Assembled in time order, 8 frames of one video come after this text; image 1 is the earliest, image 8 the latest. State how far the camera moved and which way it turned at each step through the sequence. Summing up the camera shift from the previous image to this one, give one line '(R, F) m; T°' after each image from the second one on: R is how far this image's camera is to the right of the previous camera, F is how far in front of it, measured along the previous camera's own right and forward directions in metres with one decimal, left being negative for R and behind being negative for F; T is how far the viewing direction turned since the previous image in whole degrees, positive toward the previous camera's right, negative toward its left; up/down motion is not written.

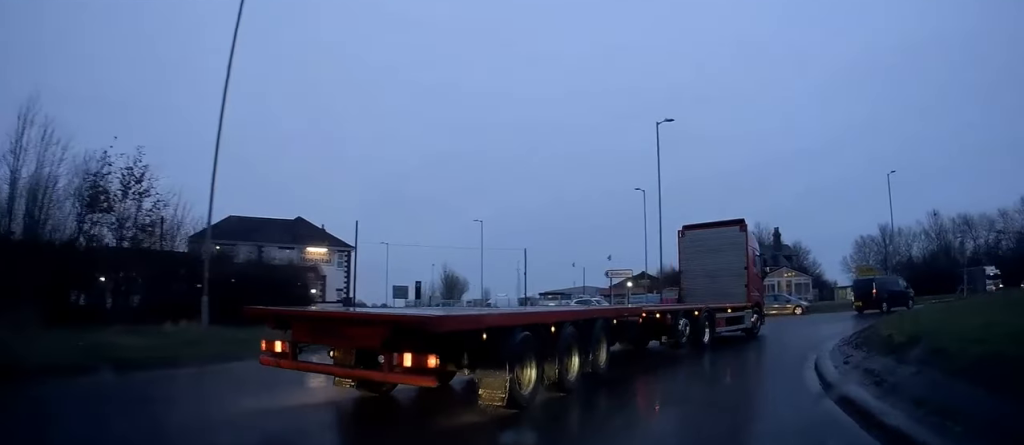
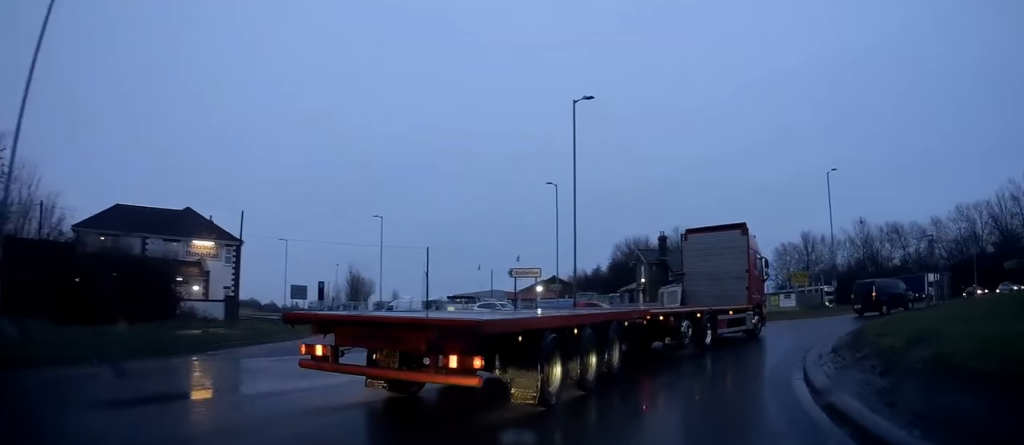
(+0.2, +4.5) m; +7°
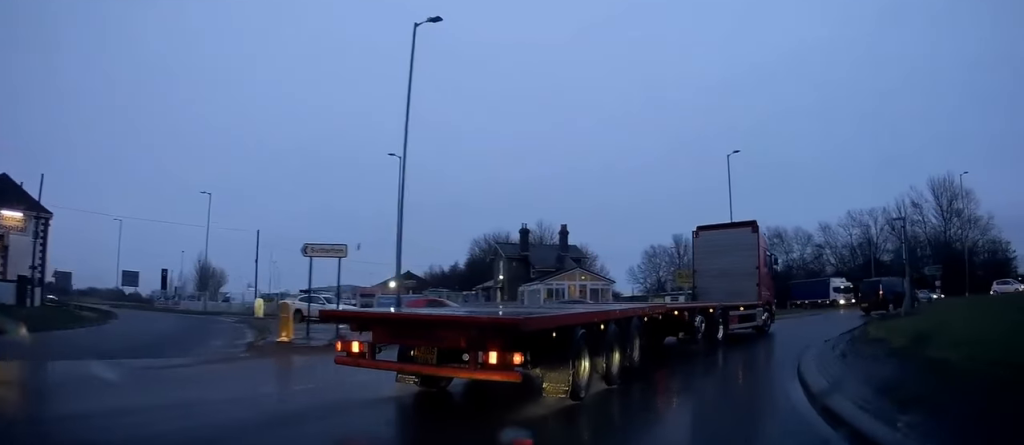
(+0.6, +7.6) m; +14°
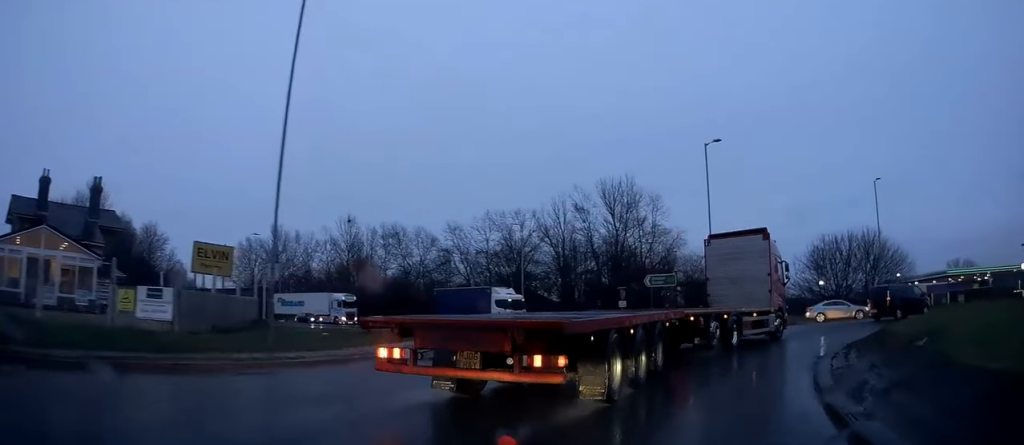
(+7.6, +19.7) m; +32°
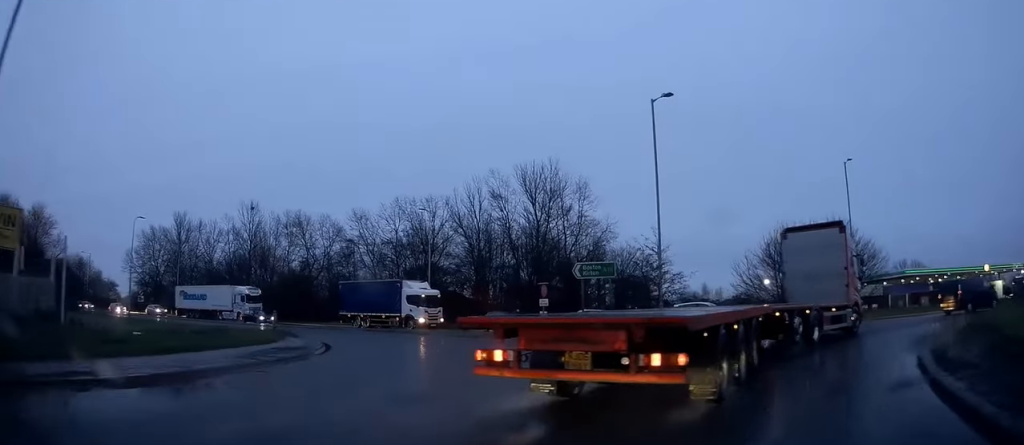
(+0.4, +7.9) m; 0°
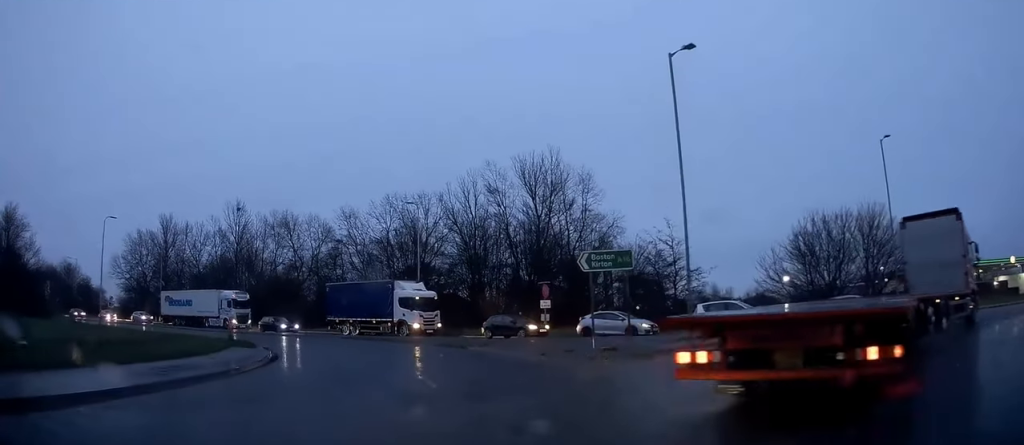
(-0.1, +5.4) m; -3°
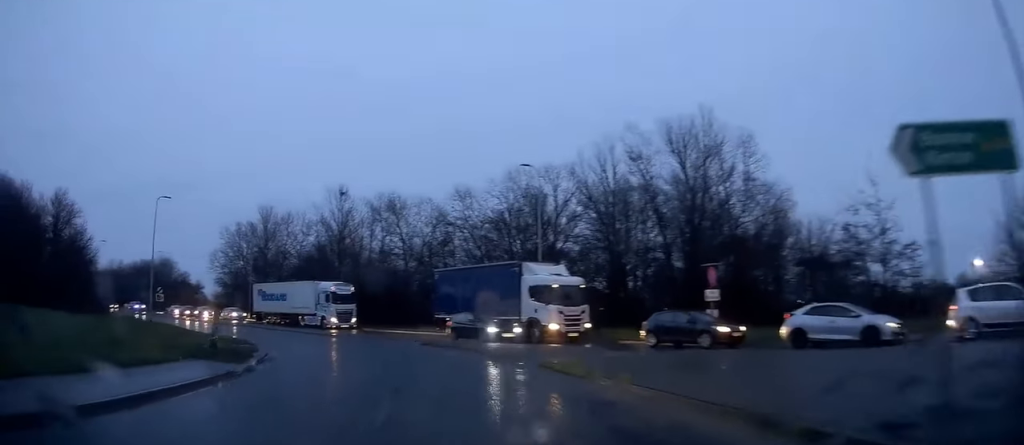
(-0.6, +12.0) m; -10°
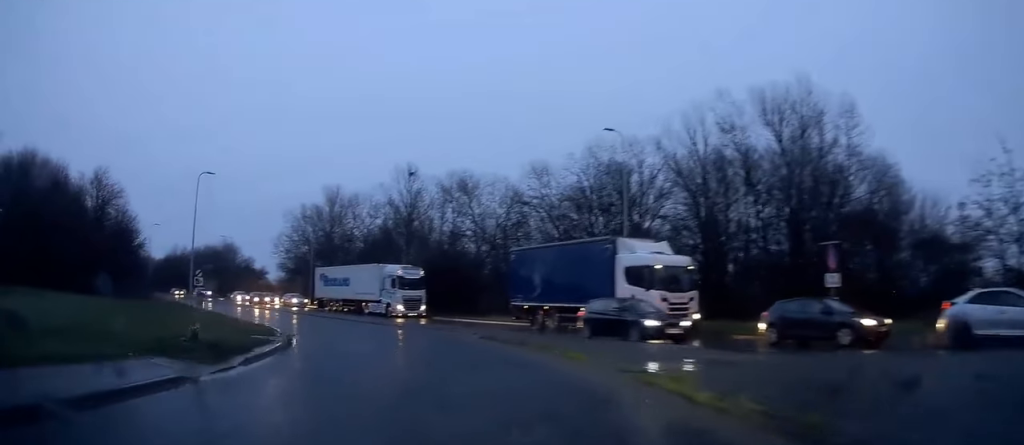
(-0.4, +4.8) m; -9°
